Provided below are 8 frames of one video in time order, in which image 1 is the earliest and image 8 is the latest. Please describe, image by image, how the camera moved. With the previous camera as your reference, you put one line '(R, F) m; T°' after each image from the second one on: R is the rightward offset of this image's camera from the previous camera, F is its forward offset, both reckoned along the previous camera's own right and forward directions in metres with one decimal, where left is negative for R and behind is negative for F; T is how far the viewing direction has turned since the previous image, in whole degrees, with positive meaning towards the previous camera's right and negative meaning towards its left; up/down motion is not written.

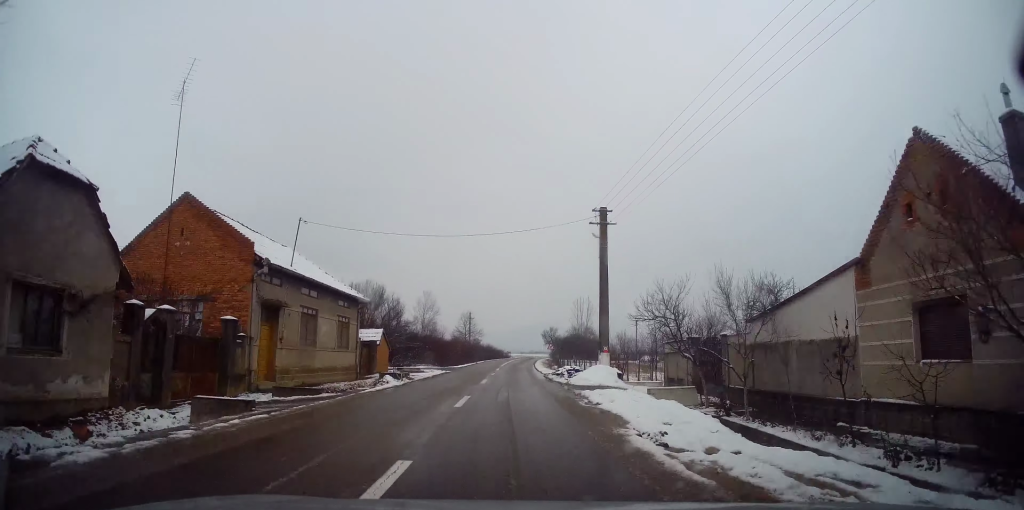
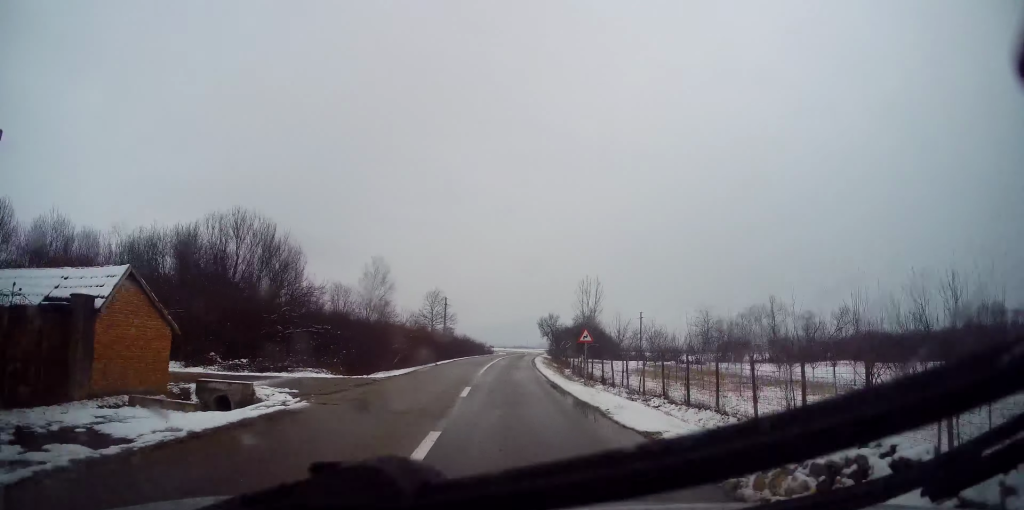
(+0.5, +24.2) m; +2°
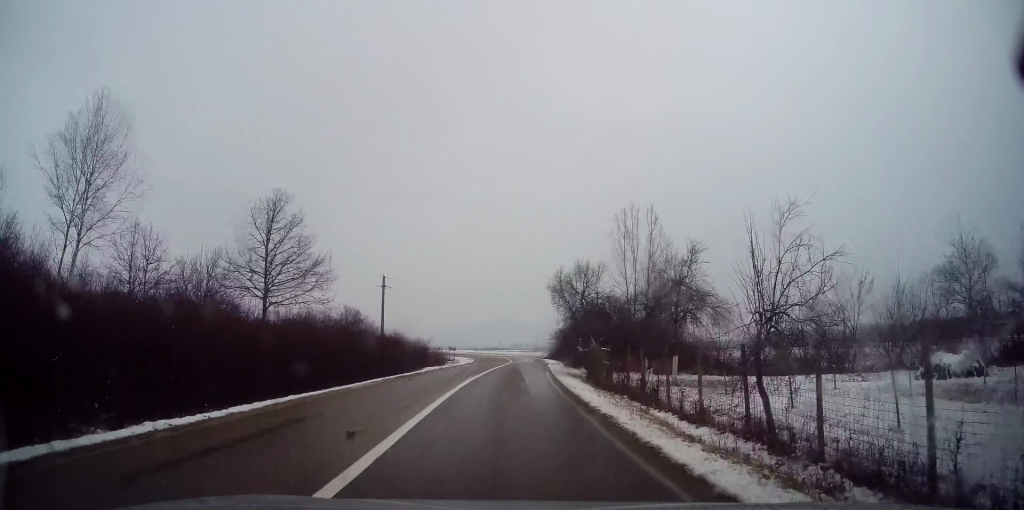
(+0.8, +39.3) m; +3°
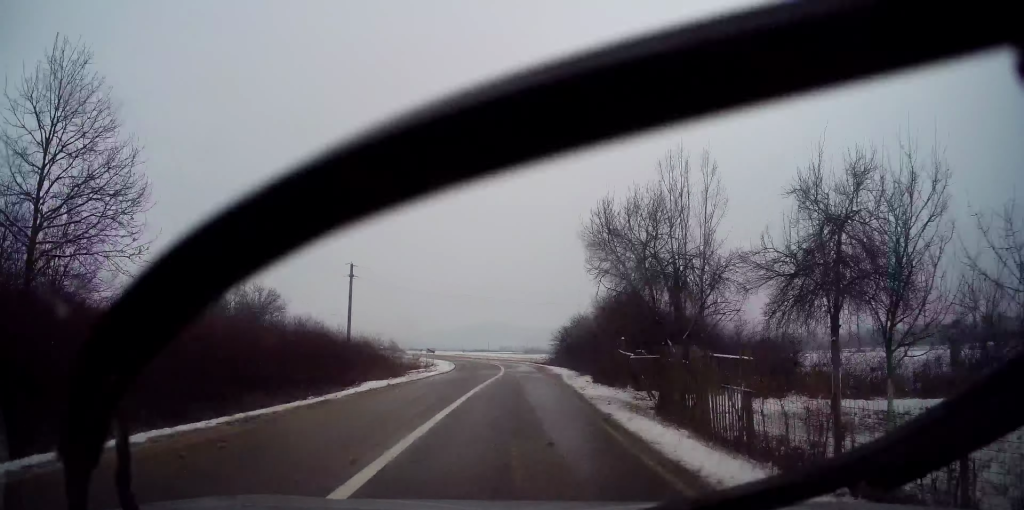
(0.0, +12.5) m; +2°
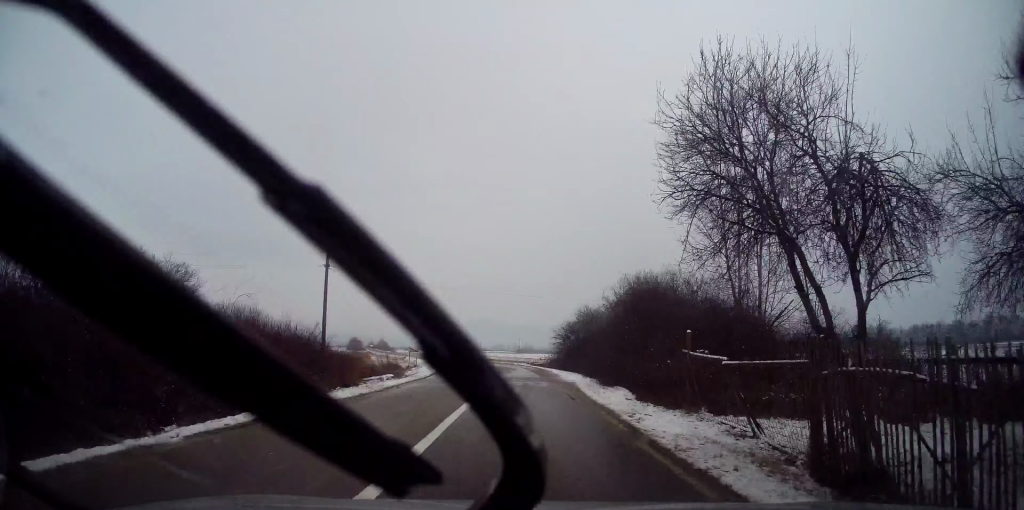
(+0.3, +7.0) m; +1°
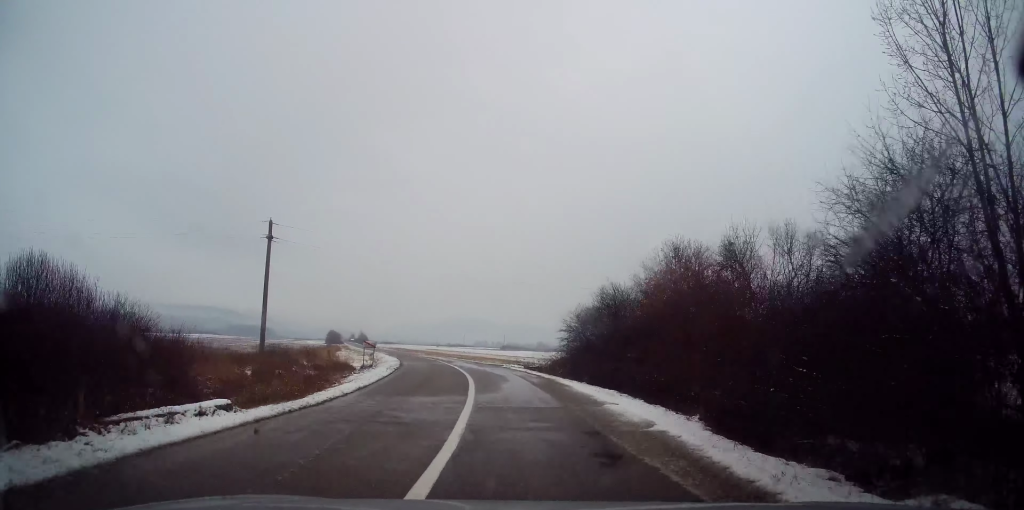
(+0.3, +12.7) m; 0°
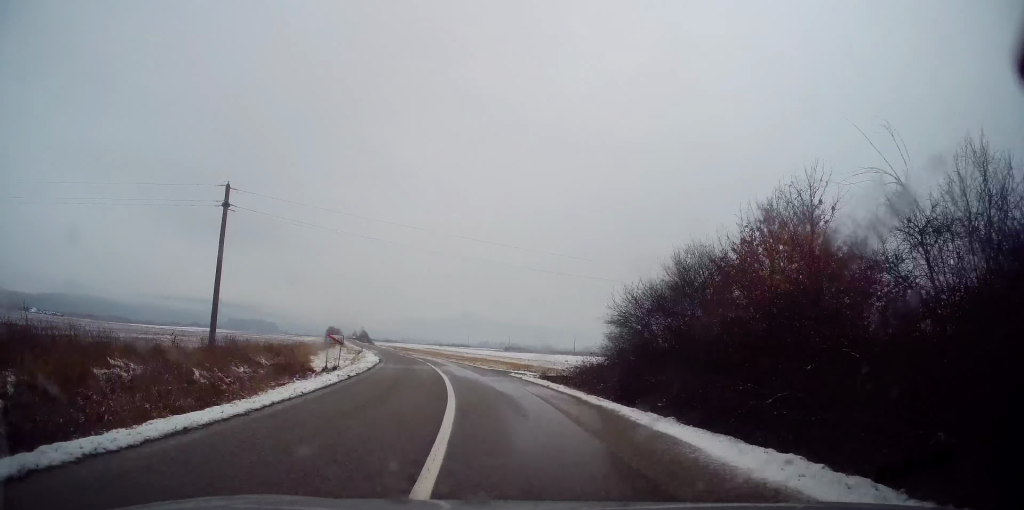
(-0.1, +10.3) m; -2°
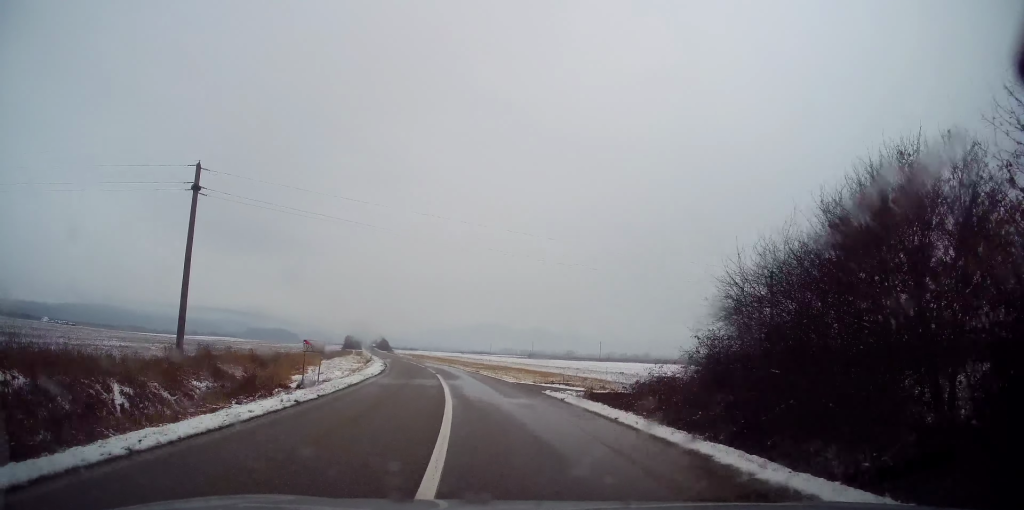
(0.0, +7.4) m; -2°
